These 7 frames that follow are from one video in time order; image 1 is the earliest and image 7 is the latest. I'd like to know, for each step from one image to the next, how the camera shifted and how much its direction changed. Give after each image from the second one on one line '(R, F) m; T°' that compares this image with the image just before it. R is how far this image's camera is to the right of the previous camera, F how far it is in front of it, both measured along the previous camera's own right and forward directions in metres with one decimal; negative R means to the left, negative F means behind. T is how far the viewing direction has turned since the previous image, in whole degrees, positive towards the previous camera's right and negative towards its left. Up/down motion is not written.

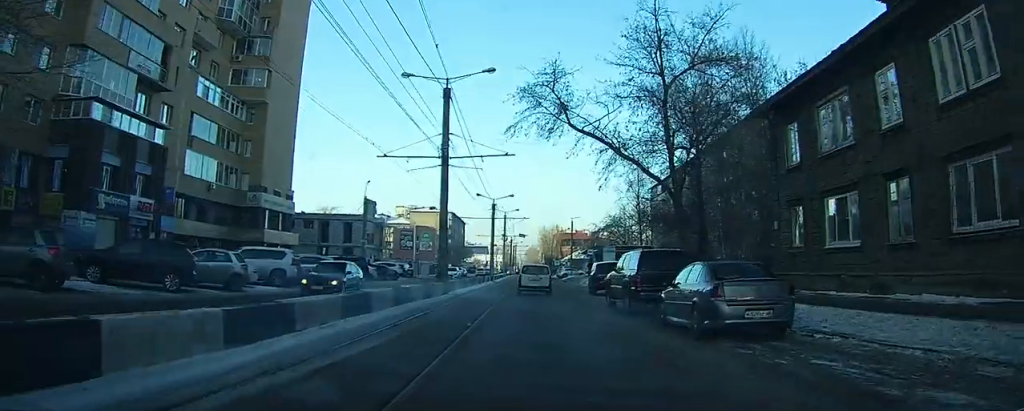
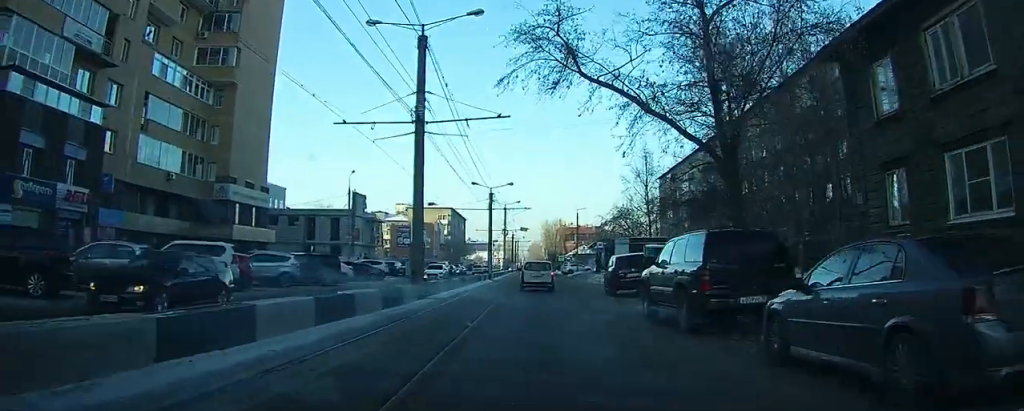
(0.0, +6.0) m; 0°
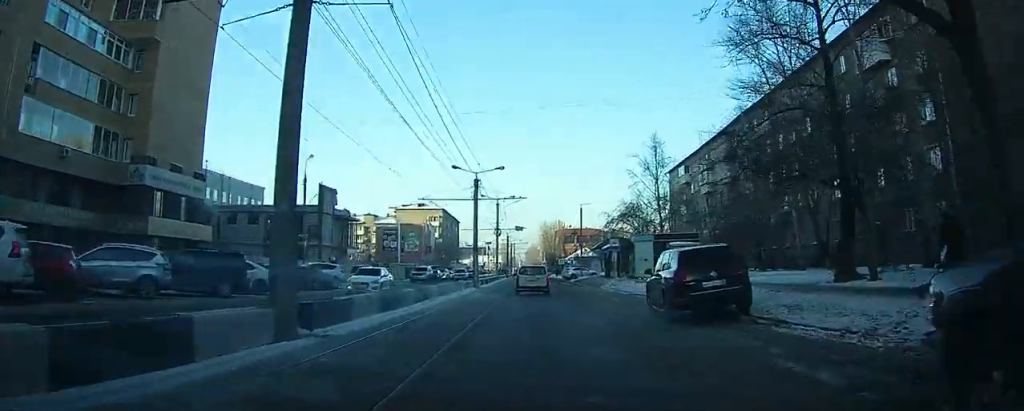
(0.0, +10.1) m; 0°
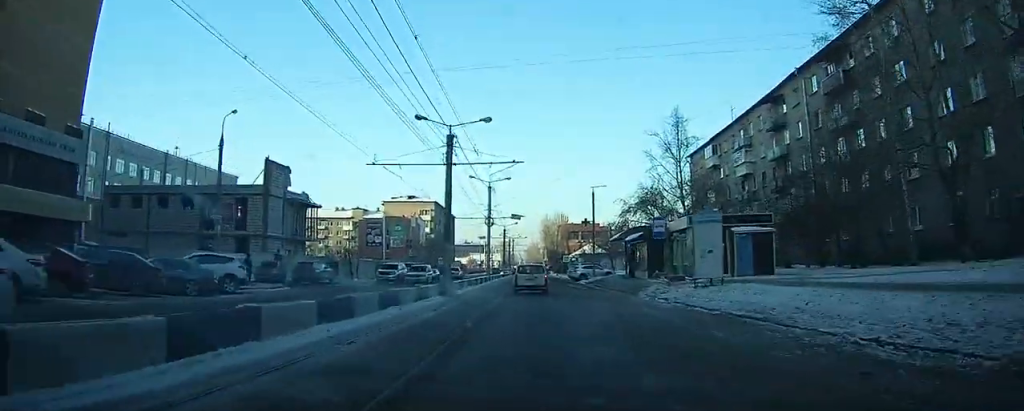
(+0.1, +12.6) m; 0°
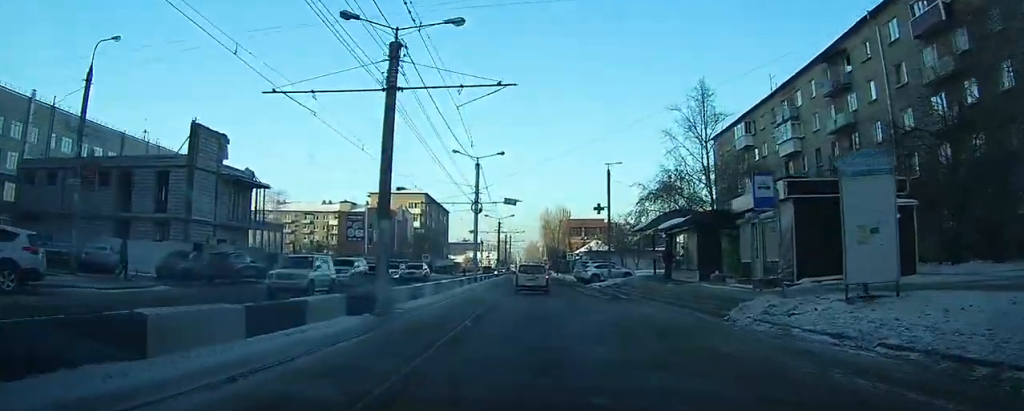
(0.0, +12.9) m; 0°
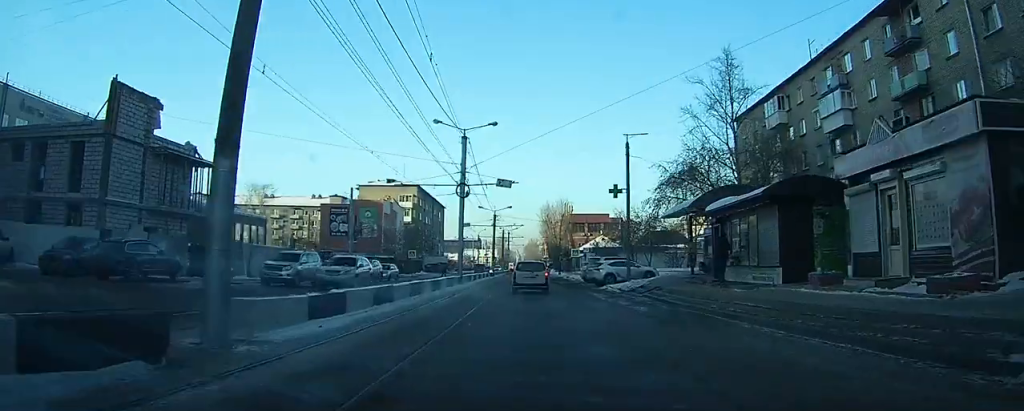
(0.0, +10.3) m; 0°
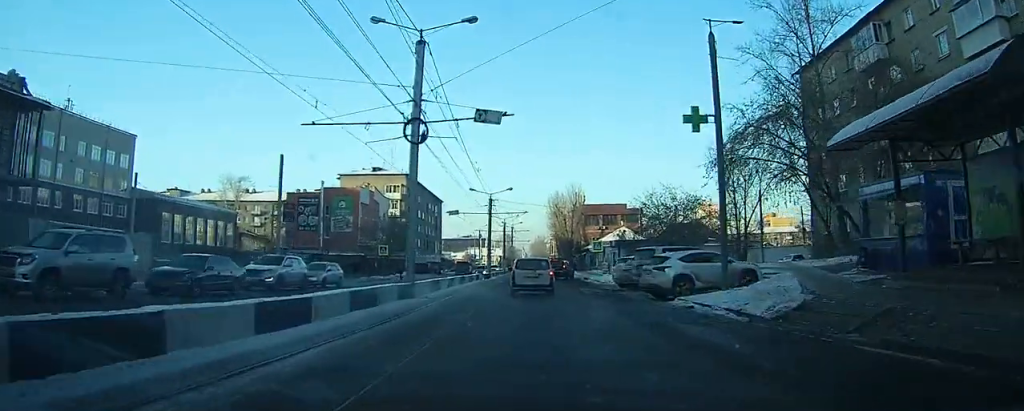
(0.0, +17.8) m; -1°
